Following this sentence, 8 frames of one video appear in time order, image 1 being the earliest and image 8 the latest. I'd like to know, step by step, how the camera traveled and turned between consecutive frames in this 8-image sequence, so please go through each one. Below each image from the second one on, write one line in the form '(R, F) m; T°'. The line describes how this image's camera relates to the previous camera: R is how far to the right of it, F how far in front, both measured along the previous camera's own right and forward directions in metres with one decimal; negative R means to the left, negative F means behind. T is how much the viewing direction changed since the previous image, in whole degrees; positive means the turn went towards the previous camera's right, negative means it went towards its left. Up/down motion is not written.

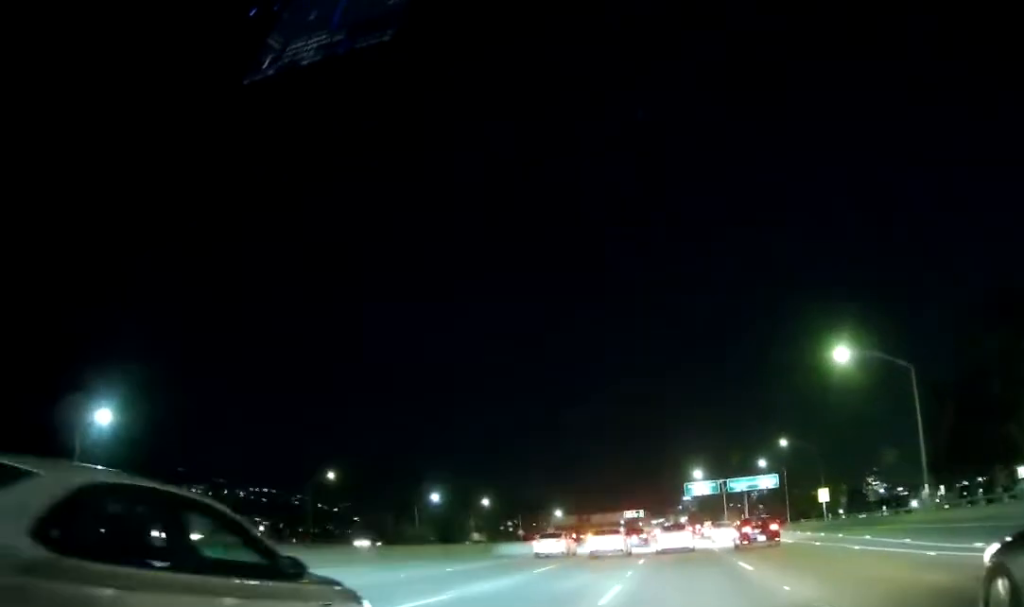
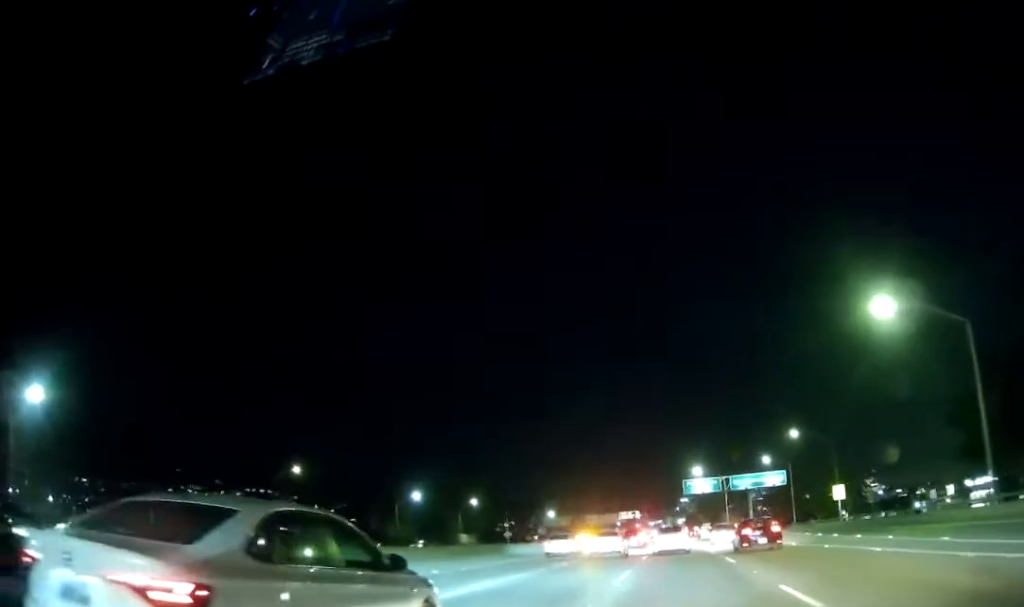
(0.0, +9.9) m; 0°
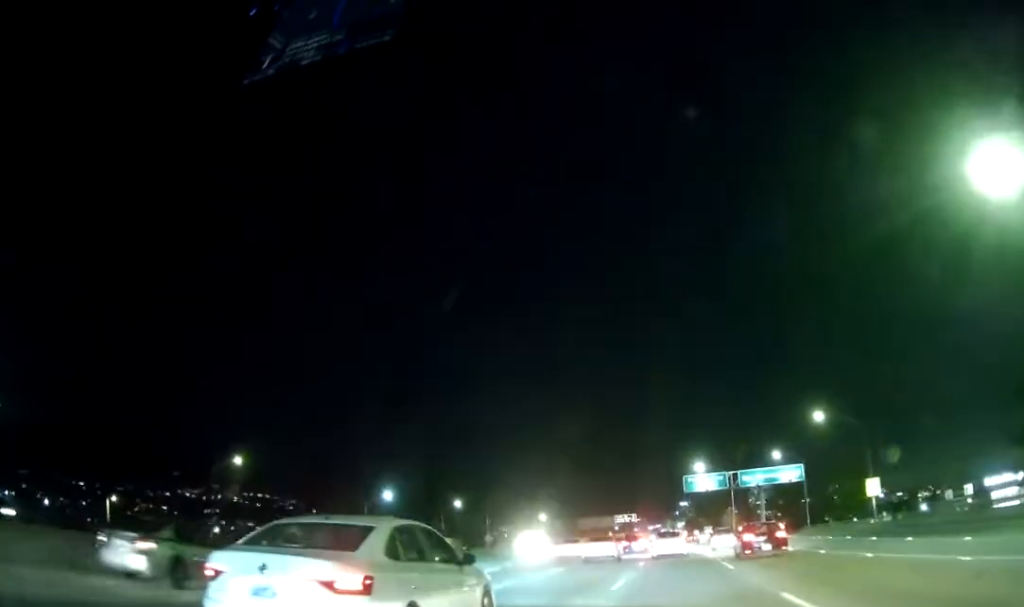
(0.0, +14.4) m; 0°
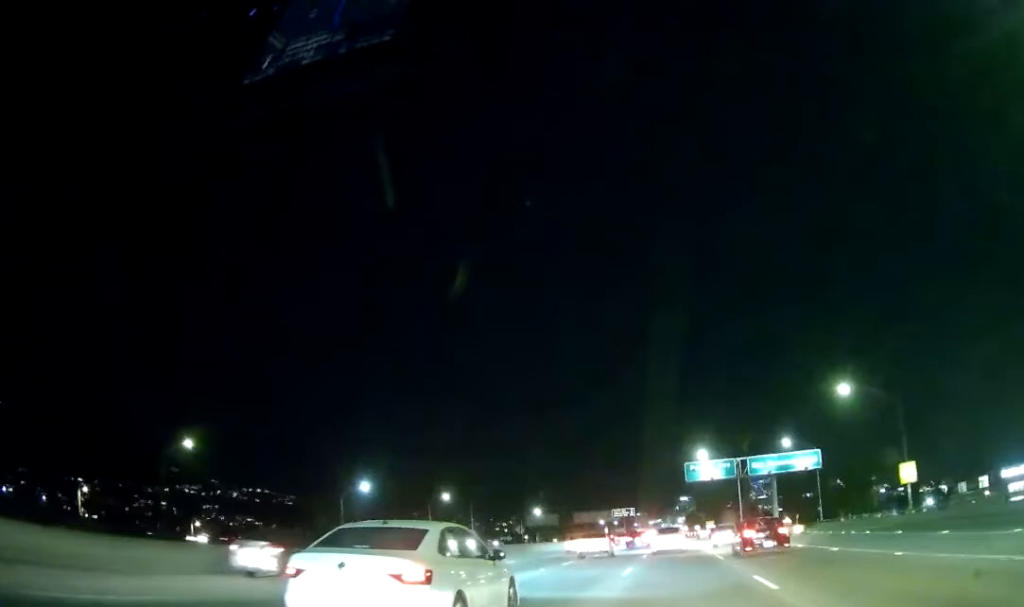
(0.0, +9.7) m; 0°
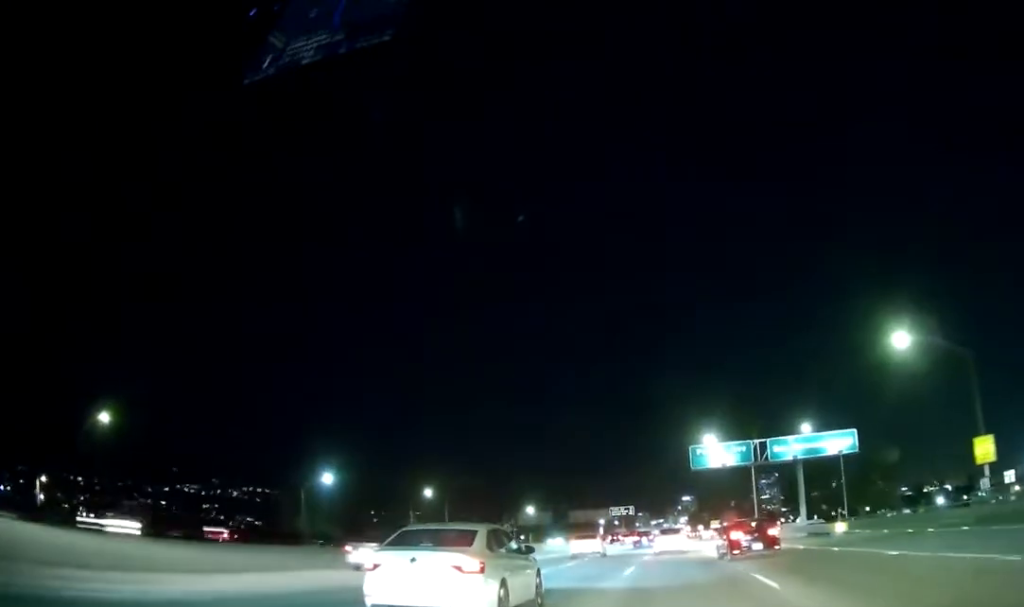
(0.0, +14.4) m; 0°
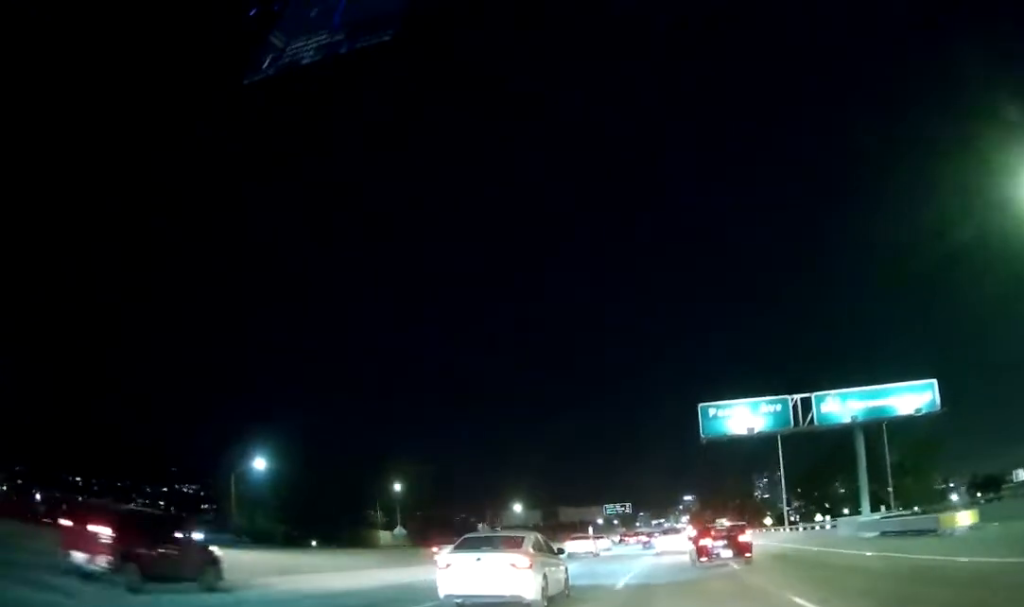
(0.0, +19.2) m; +1°
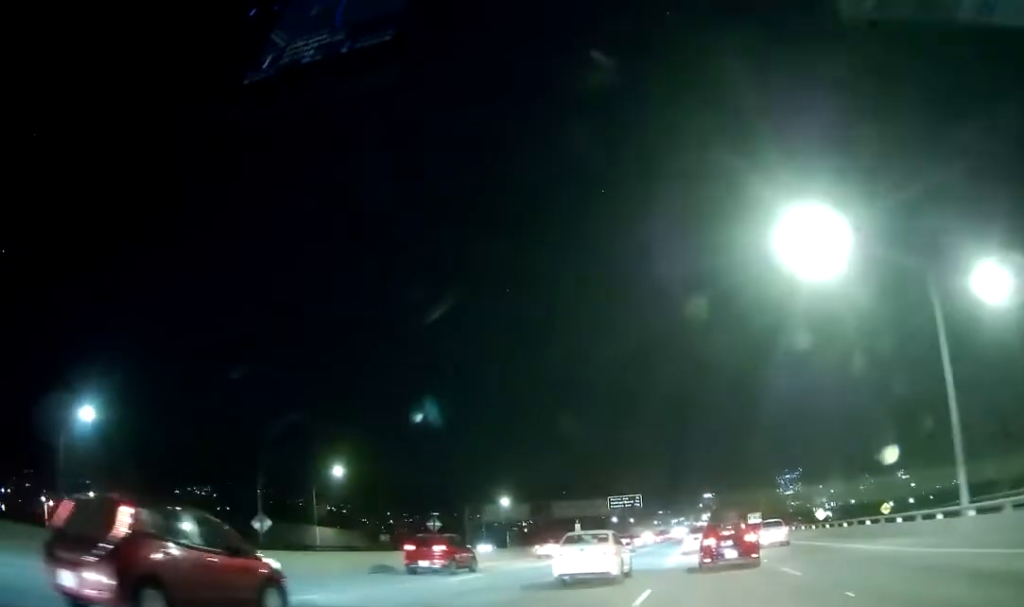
(-0.2, +34.0) m; -2°
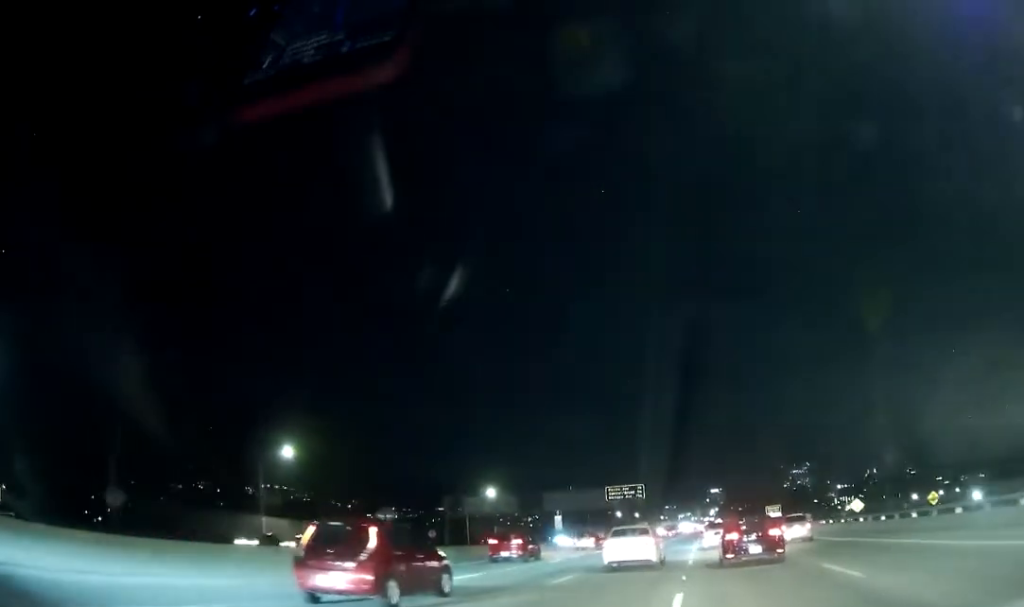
(-0.1, +17.5) m; 0°
